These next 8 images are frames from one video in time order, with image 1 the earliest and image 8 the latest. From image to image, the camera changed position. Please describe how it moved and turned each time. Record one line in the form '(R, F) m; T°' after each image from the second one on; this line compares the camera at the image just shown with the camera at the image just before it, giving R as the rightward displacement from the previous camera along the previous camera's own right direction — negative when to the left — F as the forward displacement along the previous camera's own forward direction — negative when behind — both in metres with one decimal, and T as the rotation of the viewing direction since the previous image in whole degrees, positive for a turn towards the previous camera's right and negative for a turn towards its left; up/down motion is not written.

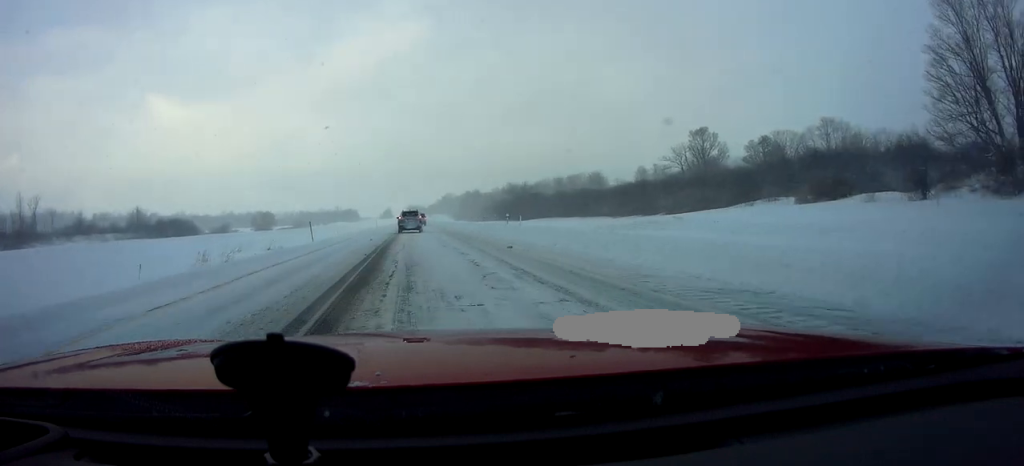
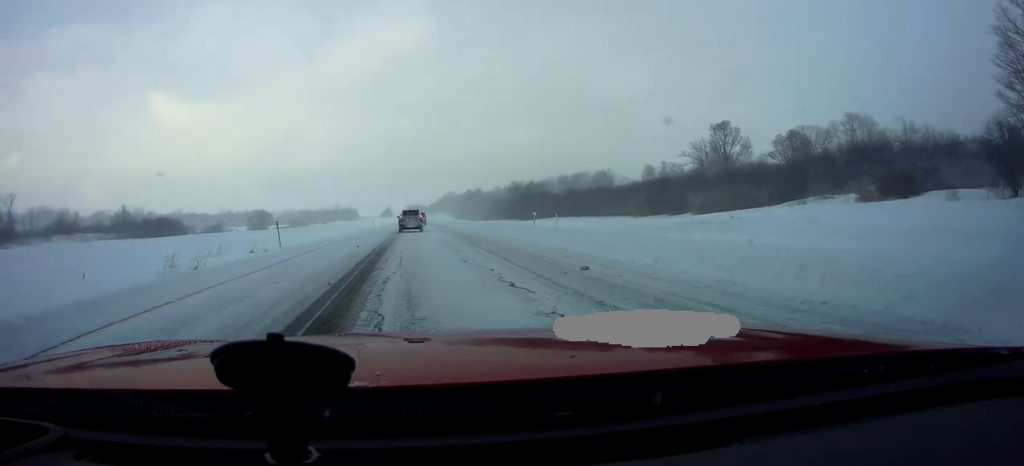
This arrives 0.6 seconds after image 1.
(+0.1, +8.7) m; 0°
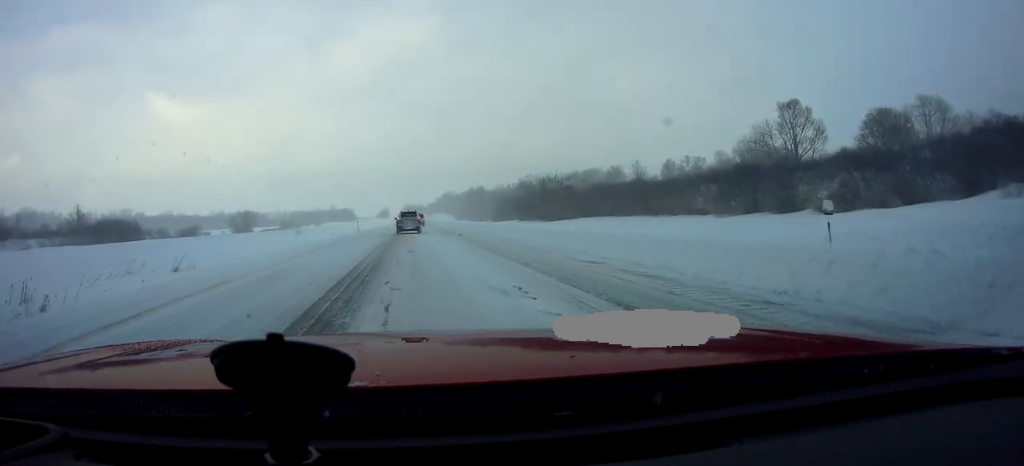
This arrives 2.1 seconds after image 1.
(+0.3, +22.7) m; +1°
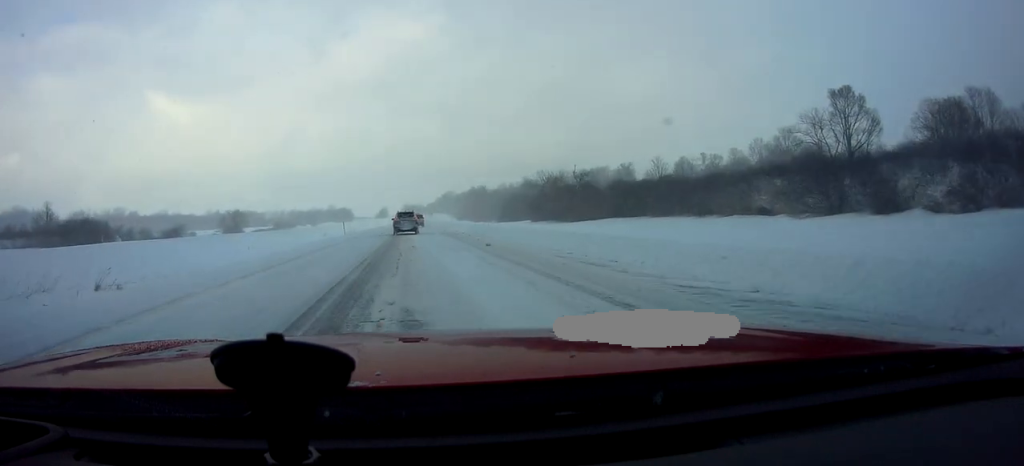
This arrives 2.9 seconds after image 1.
(-0.2, +12.9) m; -1°
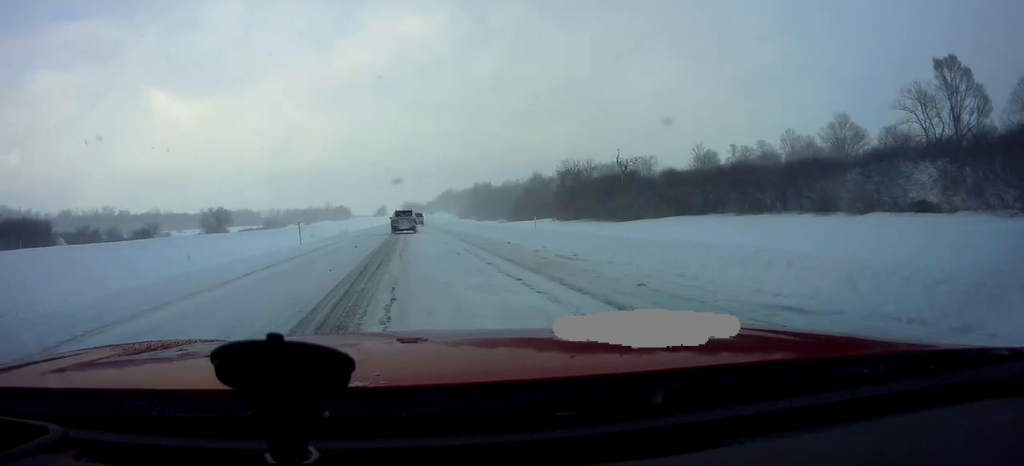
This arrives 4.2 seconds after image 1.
(+0.1, +21.0) m; 0°
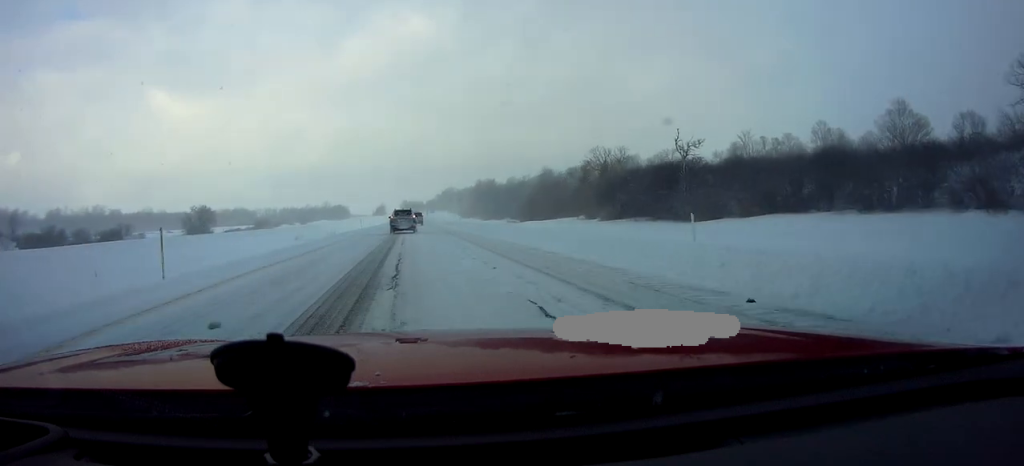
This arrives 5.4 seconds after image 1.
(-0.5, +17.6) m; 0°
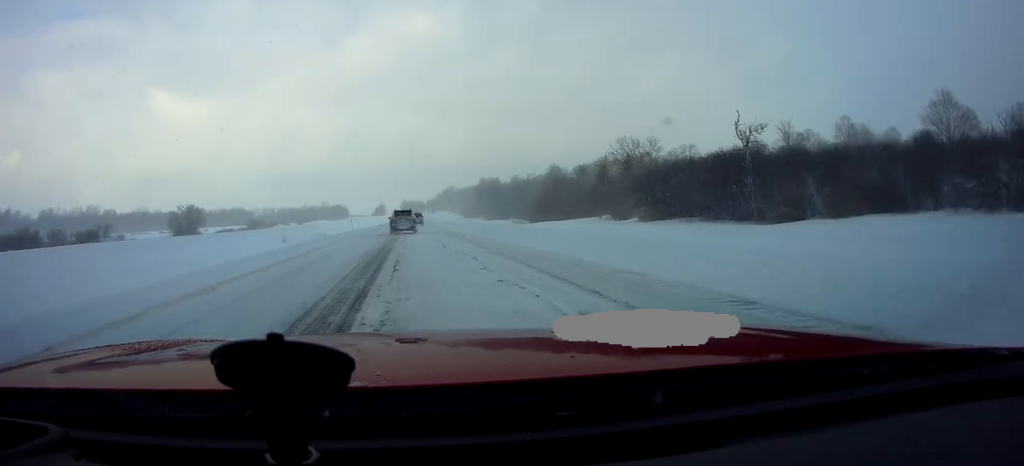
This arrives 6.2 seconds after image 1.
(+0.5, +12.1) m; 0°
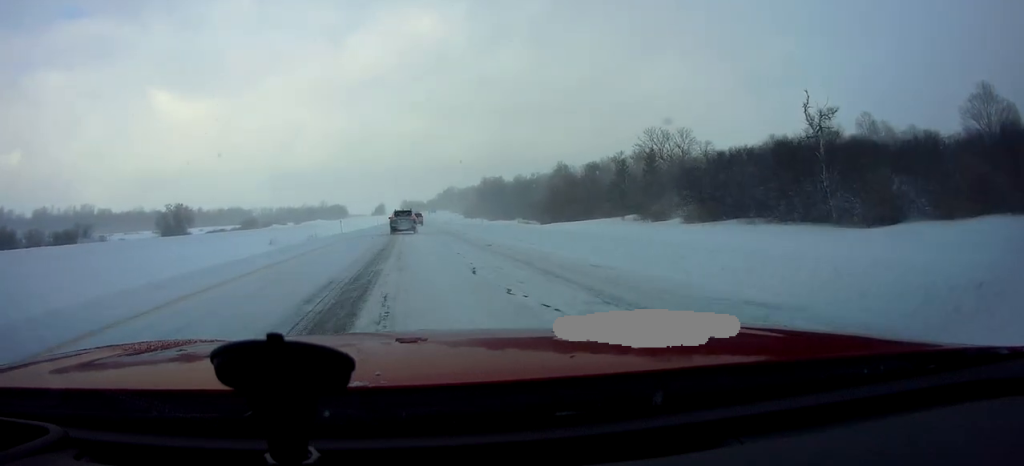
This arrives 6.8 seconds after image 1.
(-0.1, +9.9) m; 0°
